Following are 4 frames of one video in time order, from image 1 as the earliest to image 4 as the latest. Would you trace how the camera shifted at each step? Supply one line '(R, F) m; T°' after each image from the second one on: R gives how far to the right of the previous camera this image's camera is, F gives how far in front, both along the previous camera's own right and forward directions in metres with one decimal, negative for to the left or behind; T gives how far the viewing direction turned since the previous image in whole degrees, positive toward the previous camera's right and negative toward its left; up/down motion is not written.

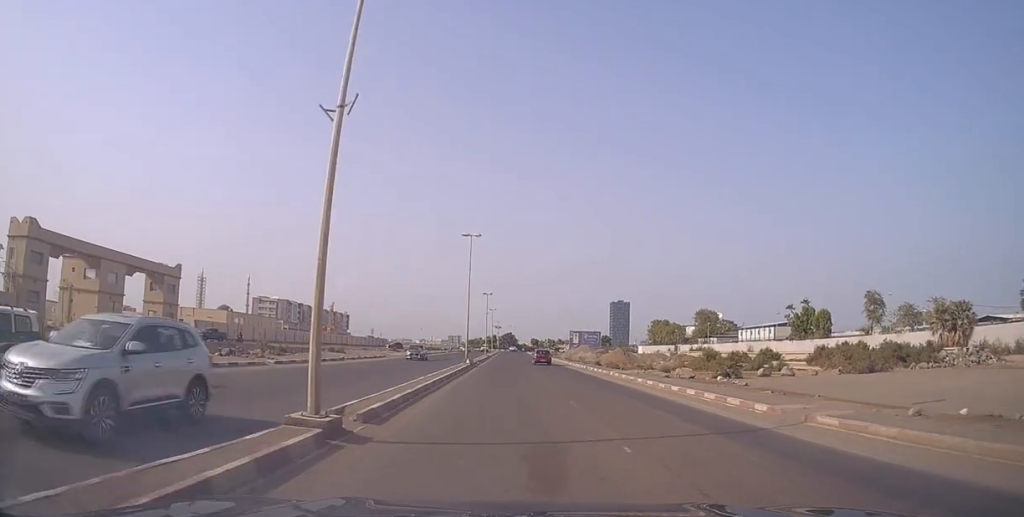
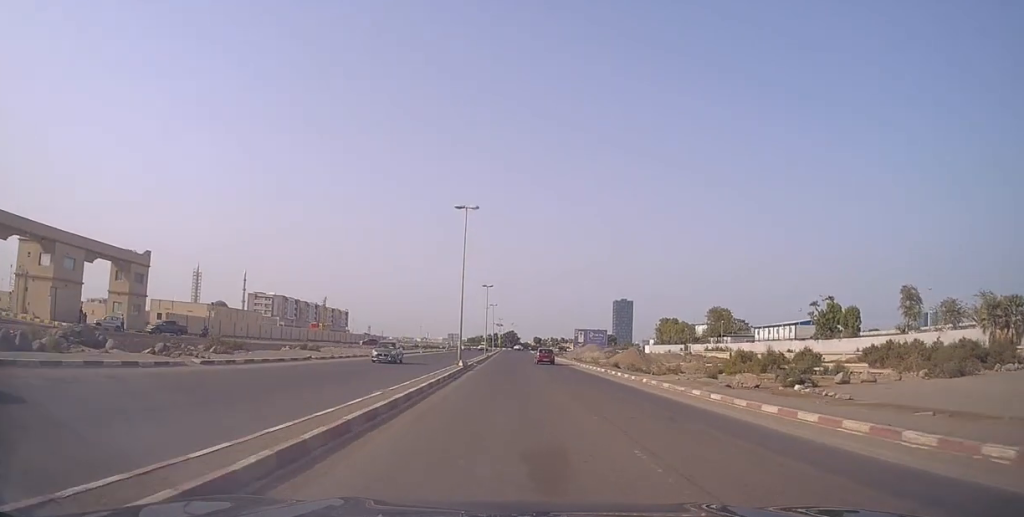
(0.0, +8.1) m; 0°
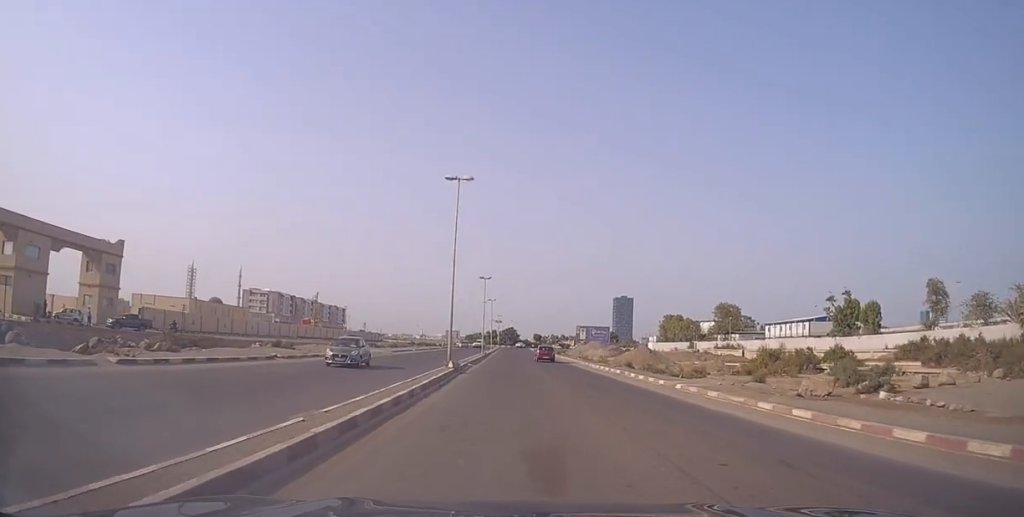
(+0.1, +5.6) m; 0°
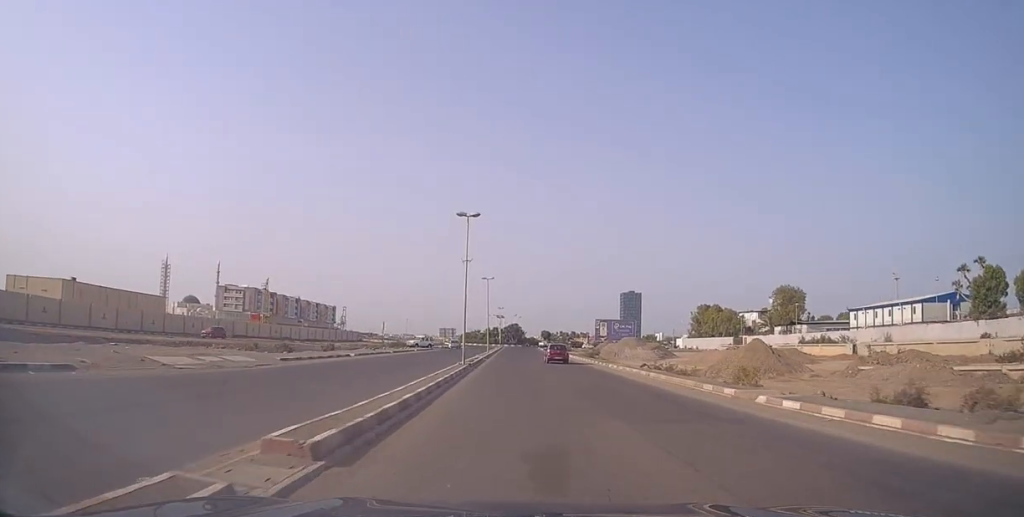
(-0.2, +30.0) m; 0°
